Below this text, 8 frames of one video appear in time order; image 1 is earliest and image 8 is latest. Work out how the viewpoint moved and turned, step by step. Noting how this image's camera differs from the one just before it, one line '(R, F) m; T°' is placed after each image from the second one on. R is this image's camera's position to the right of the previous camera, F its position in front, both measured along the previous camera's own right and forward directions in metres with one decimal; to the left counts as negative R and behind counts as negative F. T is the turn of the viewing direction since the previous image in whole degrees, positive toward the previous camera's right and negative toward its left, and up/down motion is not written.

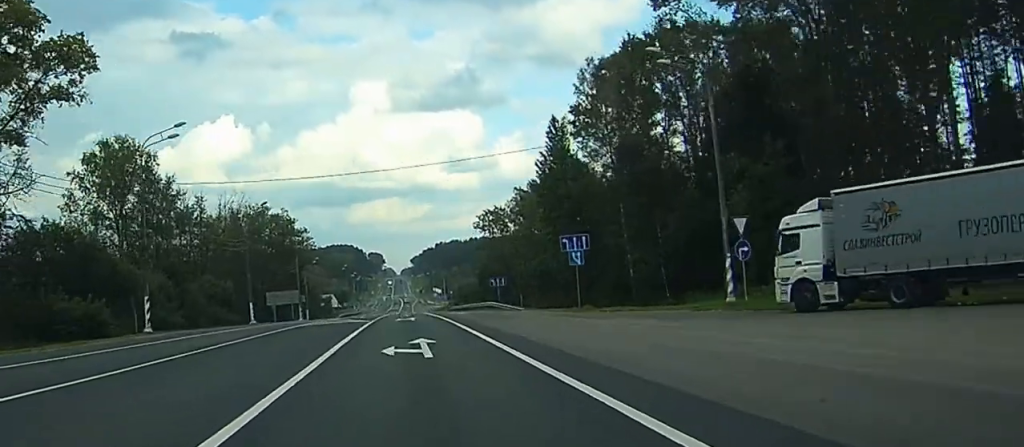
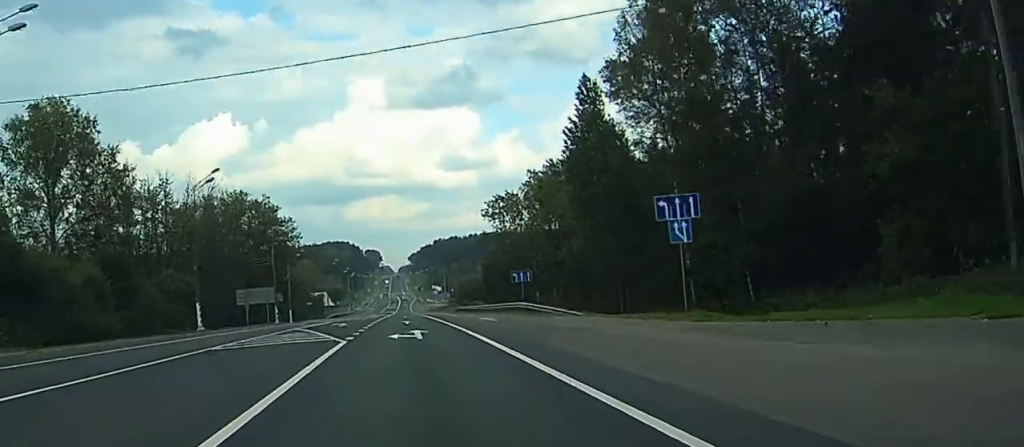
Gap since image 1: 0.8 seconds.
(0.0, +21.3) m; 0°
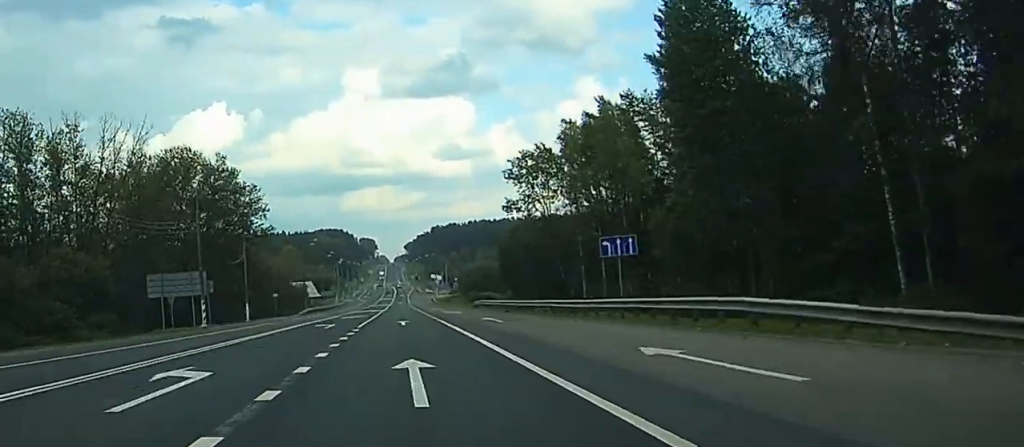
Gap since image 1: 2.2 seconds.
(+0.1, +36.4) m; +1°
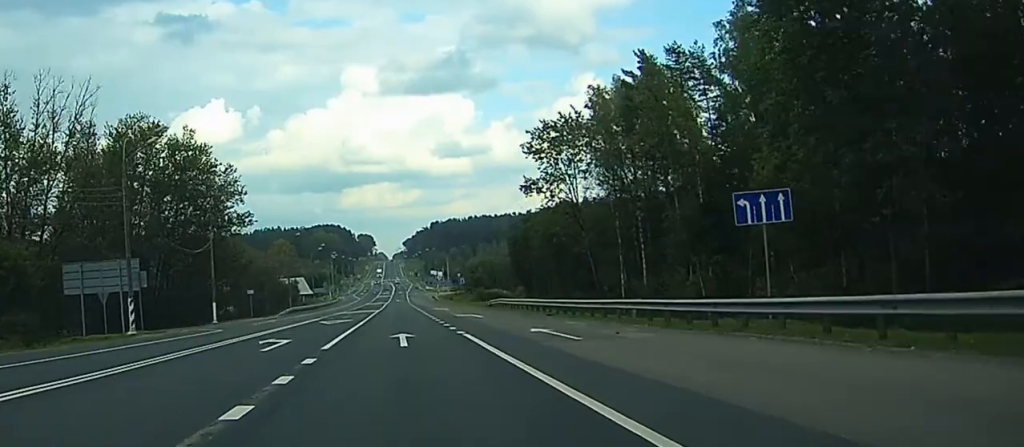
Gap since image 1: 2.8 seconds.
(+0.2, +17.7) m; 0°
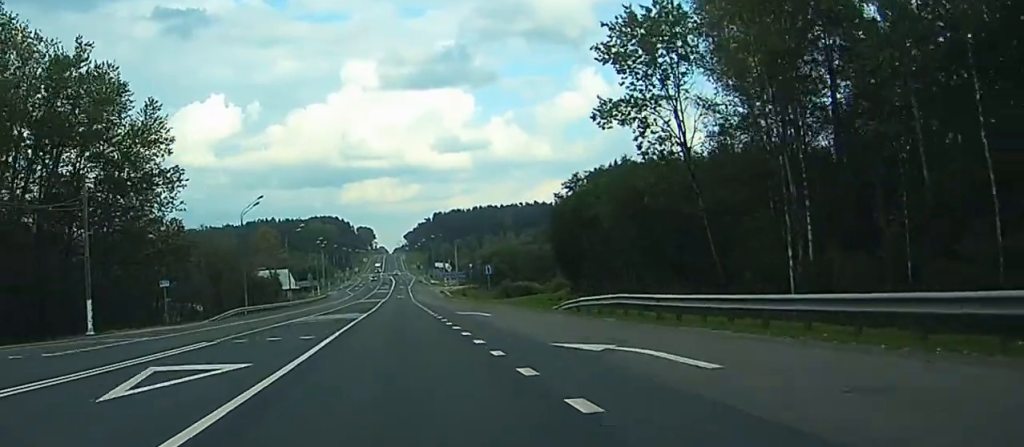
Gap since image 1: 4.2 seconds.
(-0.5, +35.4) m; -2°
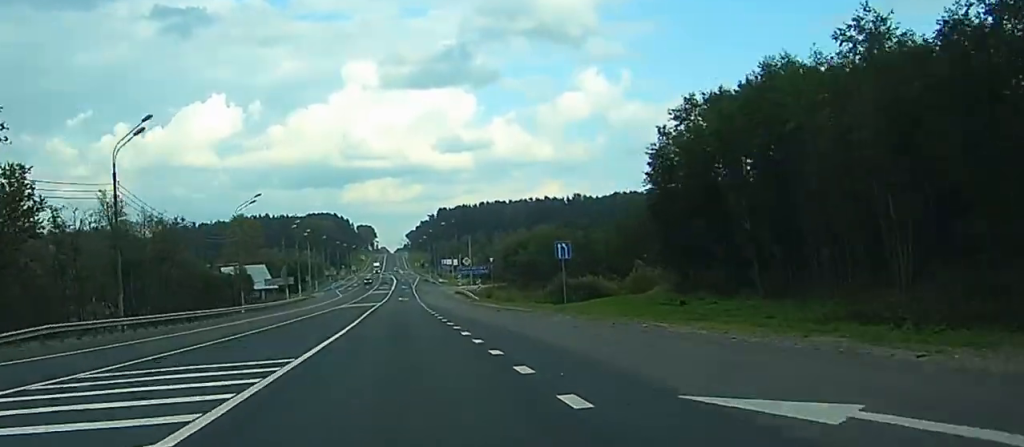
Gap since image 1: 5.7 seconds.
(+0.1, +39.5) m; 0°
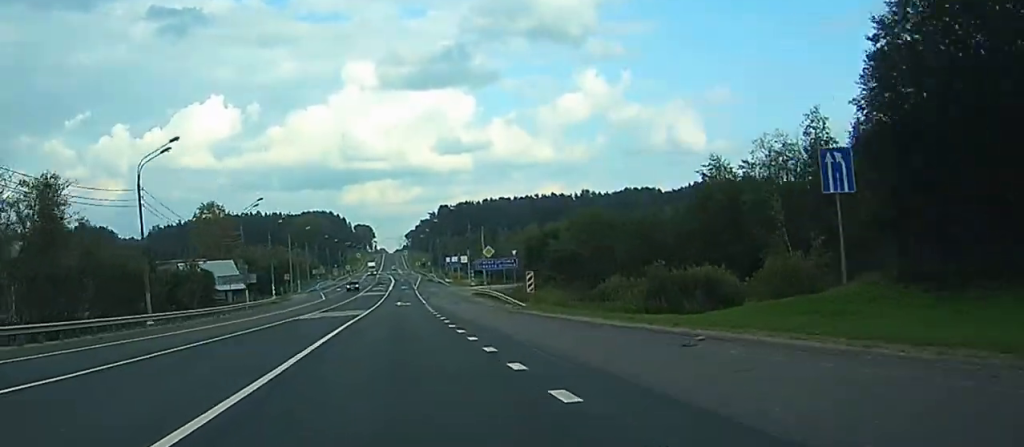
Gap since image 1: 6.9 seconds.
(-0.1, +31.3) m; 0°
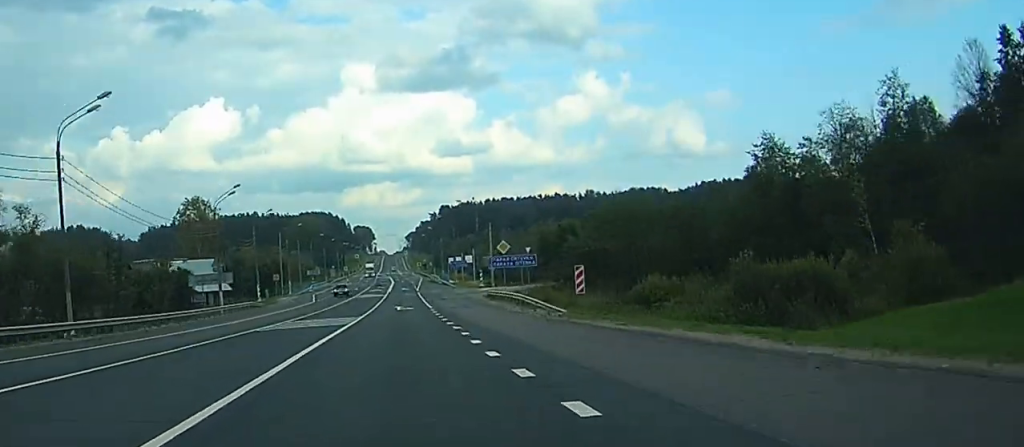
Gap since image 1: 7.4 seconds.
(-0.1, +13.0) m; 0°
